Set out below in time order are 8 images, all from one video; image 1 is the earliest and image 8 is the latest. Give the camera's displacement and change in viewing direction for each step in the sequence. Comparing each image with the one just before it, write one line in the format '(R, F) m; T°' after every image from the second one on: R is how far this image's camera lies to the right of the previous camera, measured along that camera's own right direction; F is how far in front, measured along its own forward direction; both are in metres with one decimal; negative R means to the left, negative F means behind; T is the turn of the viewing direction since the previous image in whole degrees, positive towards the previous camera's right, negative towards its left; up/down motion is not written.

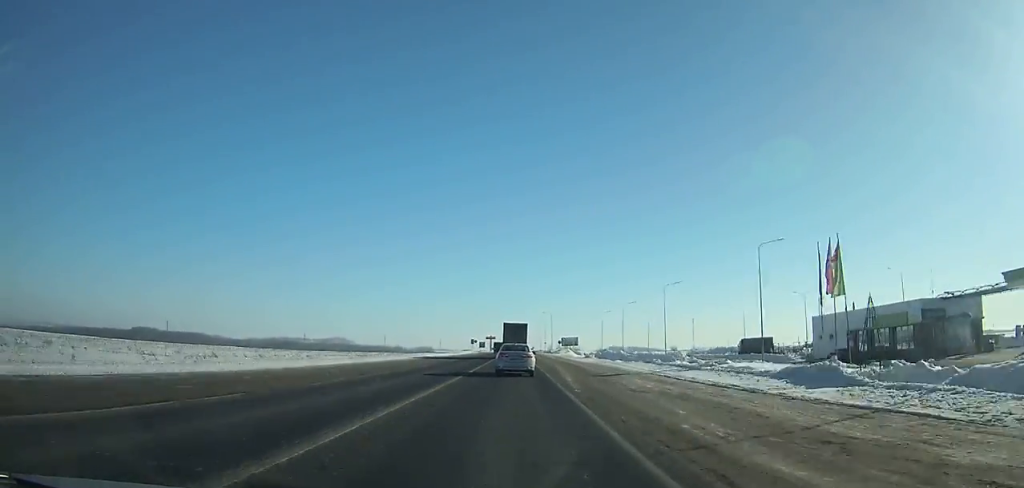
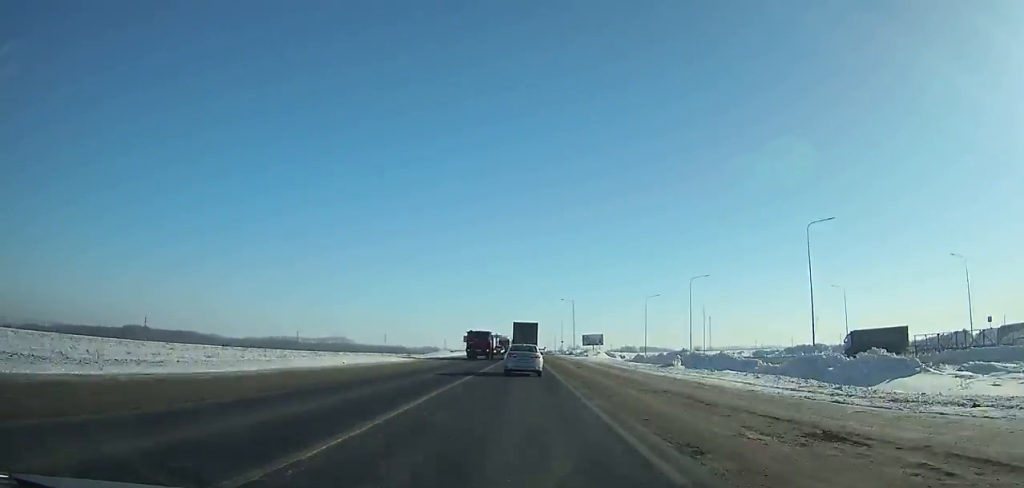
(-0.3, +45.5) m; 0°
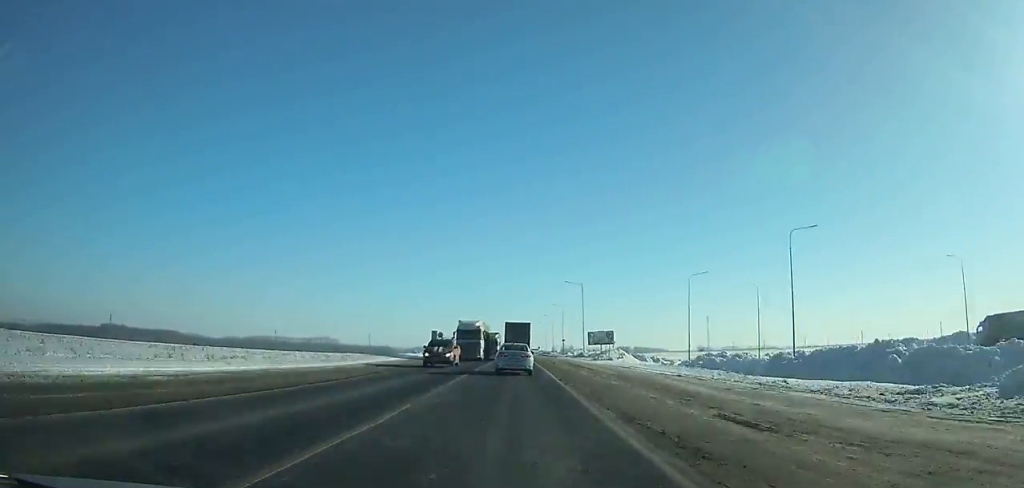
(0.0, +34.1) m; 0°
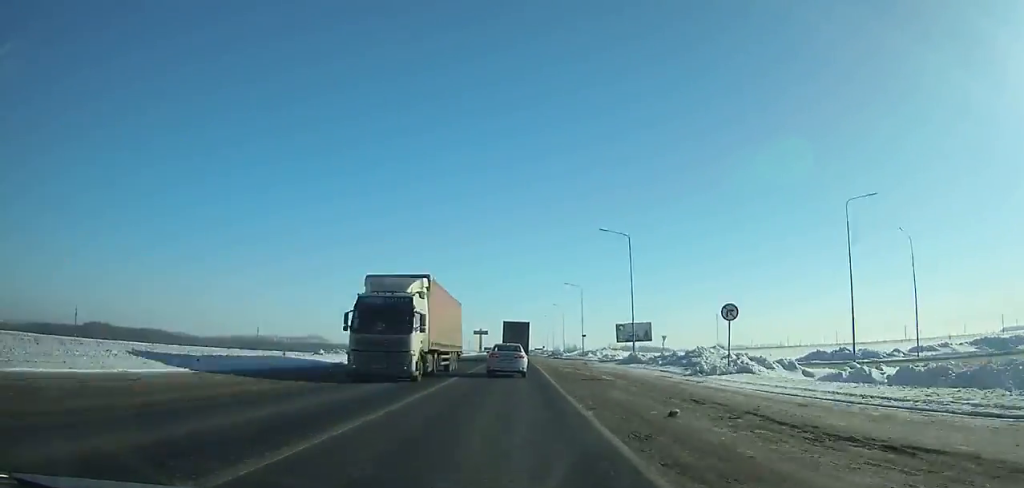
(+0.1, +39.6) m; 0°
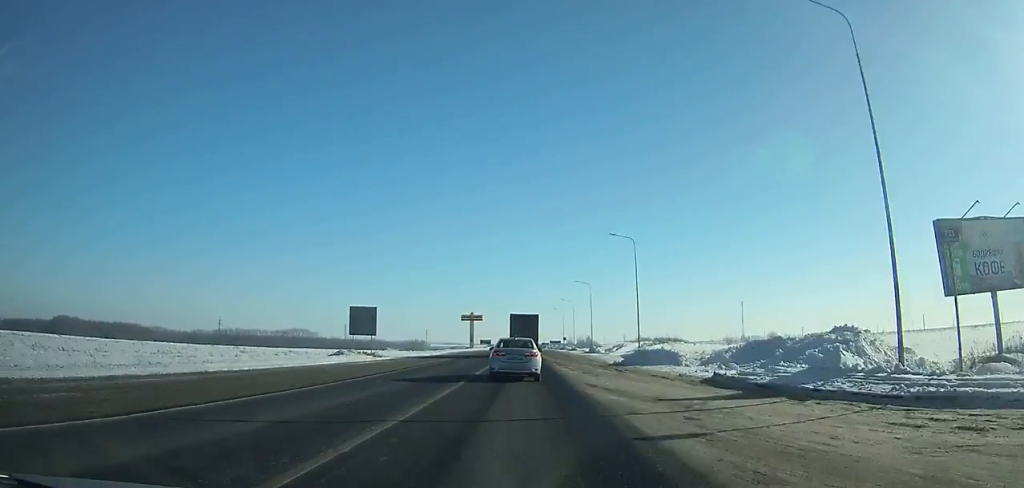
(-0.4, +77.7) m; 0°
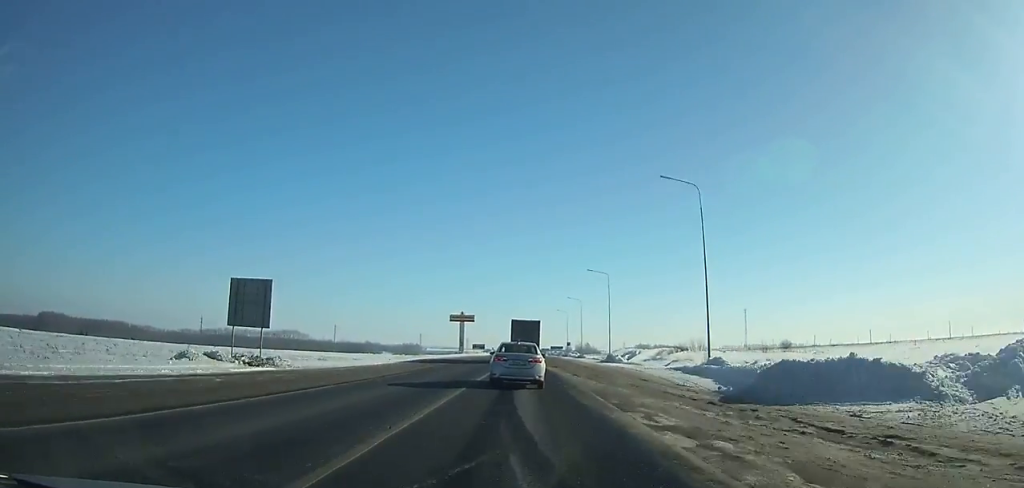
(0.0, +21.8) m; 0°
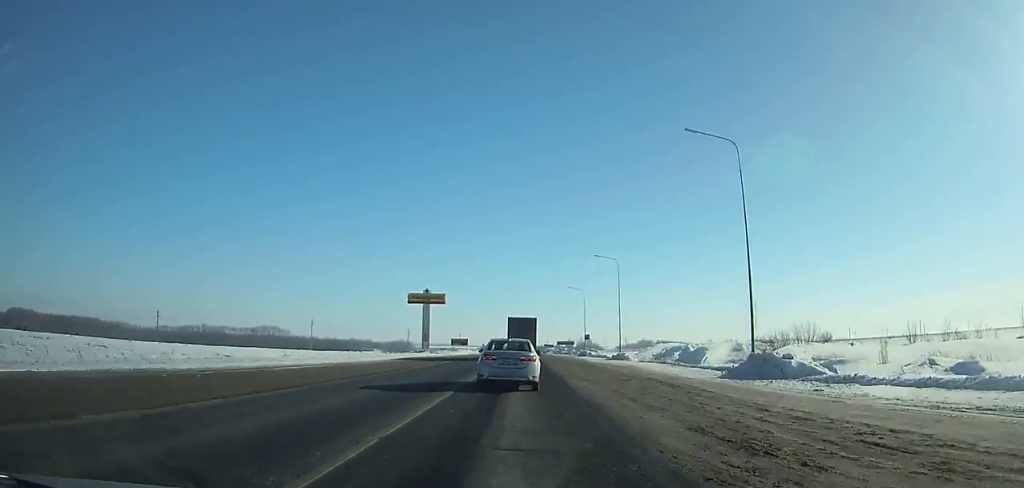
(+0.1, +48.2) m; 0°
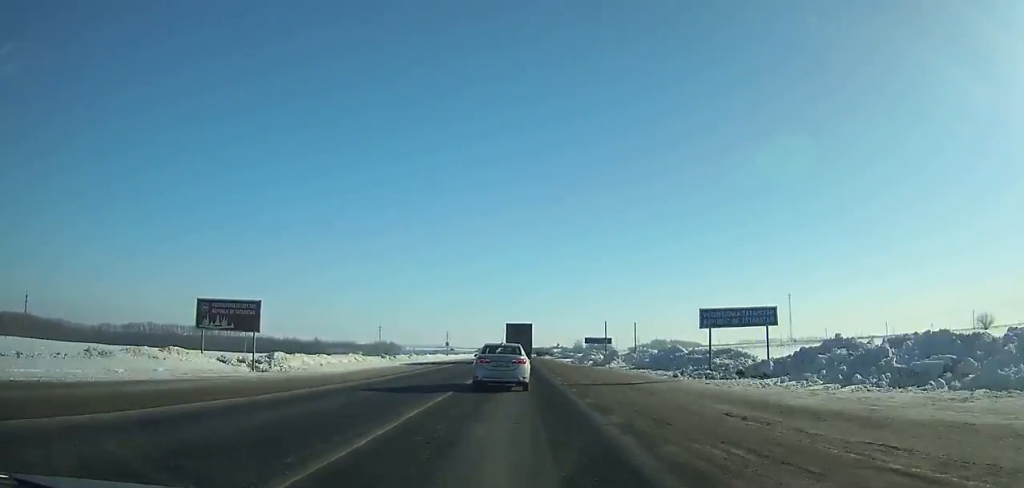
(-0.3, +109.7) m; 0°
